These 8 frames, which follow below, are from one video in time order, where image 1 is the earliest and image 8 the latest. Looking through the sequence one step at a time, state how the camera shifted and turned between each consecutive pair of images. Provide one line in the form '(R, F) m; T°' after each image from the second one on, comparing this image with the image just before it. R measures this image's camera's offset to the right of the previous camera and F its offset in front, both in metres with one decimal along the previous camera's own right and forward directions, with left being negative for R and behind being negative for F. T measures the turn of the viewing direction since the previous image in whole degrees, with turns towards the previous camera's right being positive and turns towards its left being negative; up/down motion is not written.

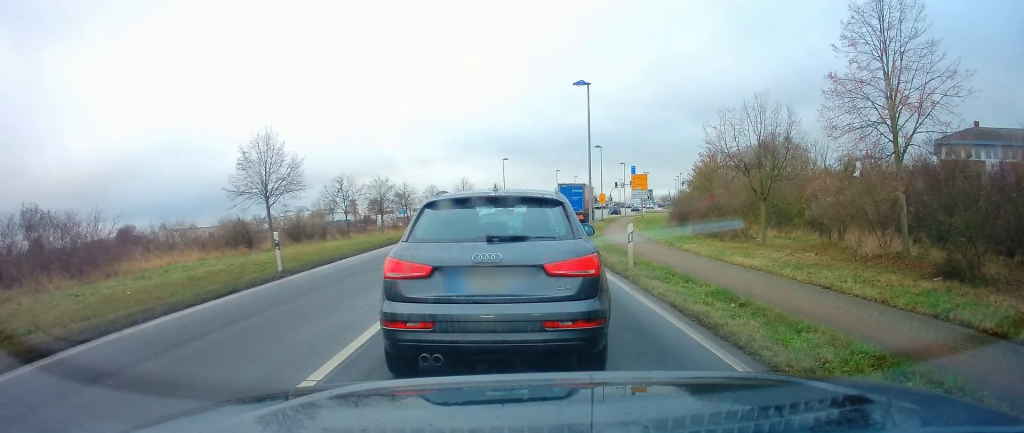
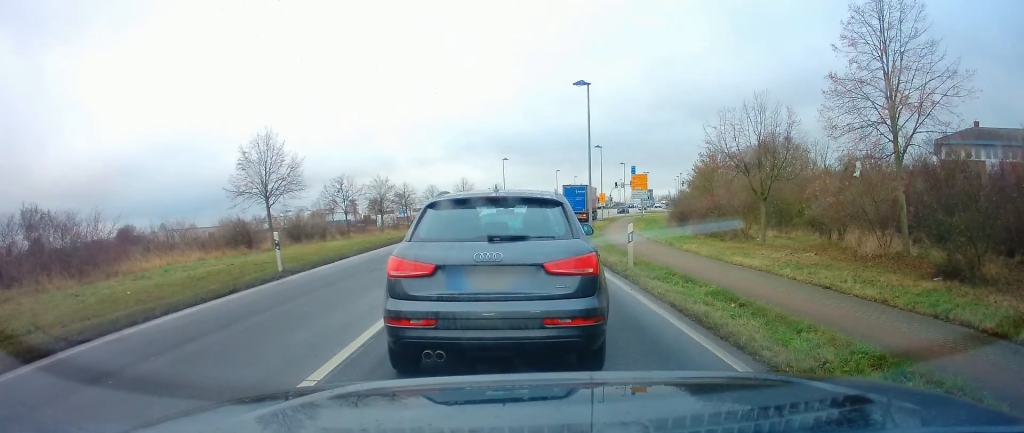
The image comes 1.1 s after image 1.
(0.0, 0.0) m; 0°
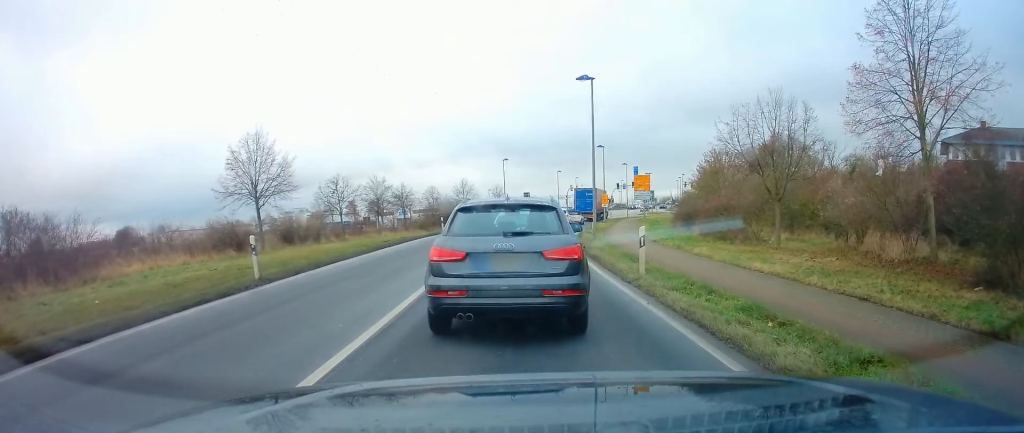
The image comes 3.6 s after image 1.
(-0.1, +0.8) m; 0°
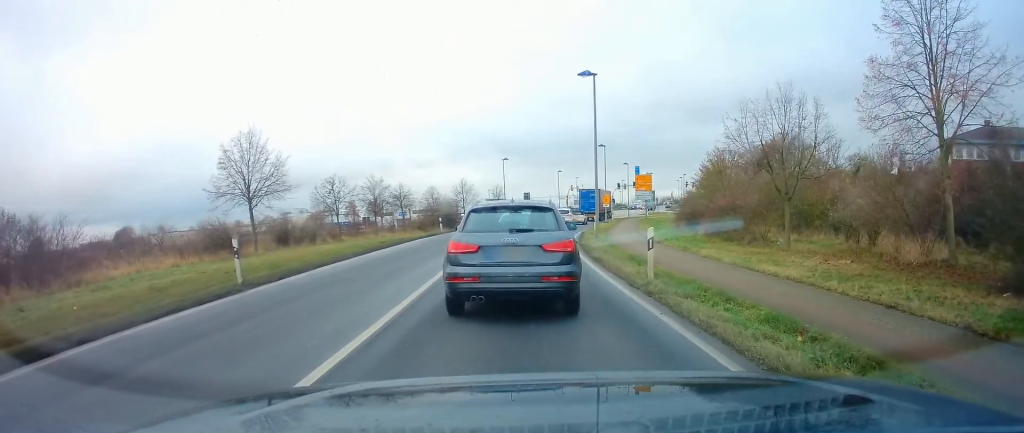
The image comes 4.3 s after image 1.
(-0.3, +0.6) m; +1°
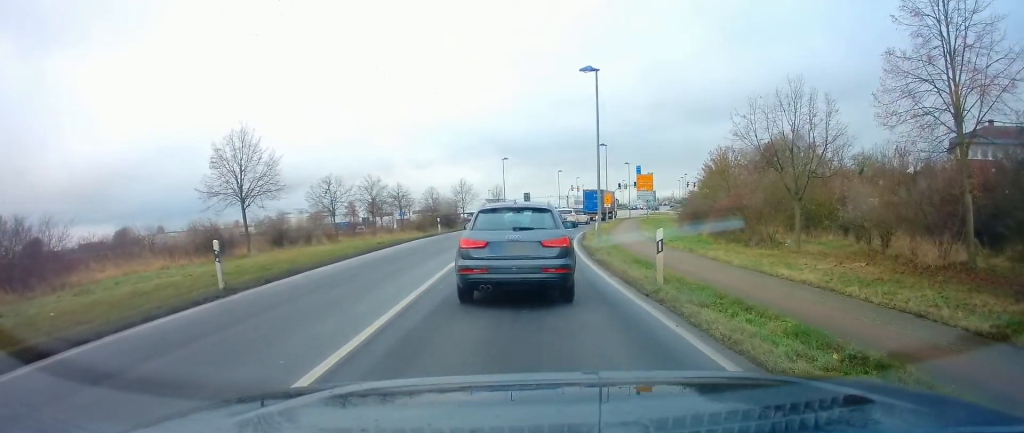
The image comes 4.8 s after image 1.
(+0.1, +0.9) m; +2°
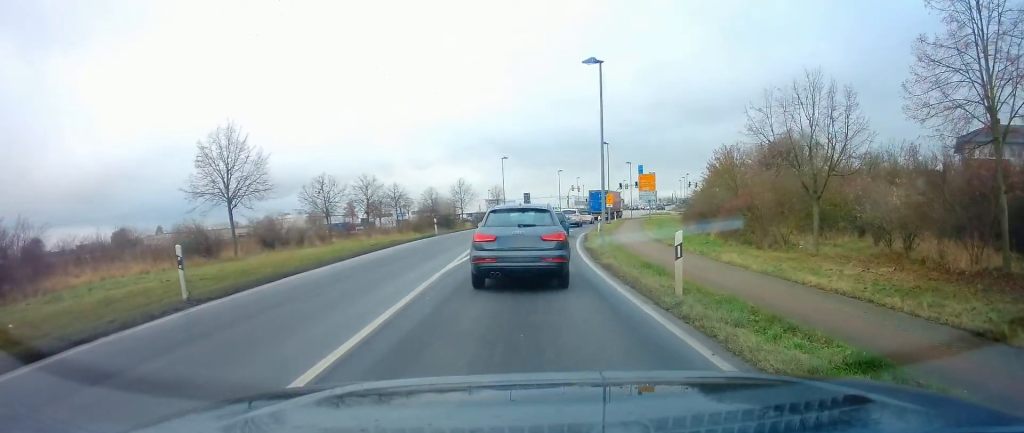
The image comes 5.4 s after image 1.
(0.0, +1.5) m; +3°
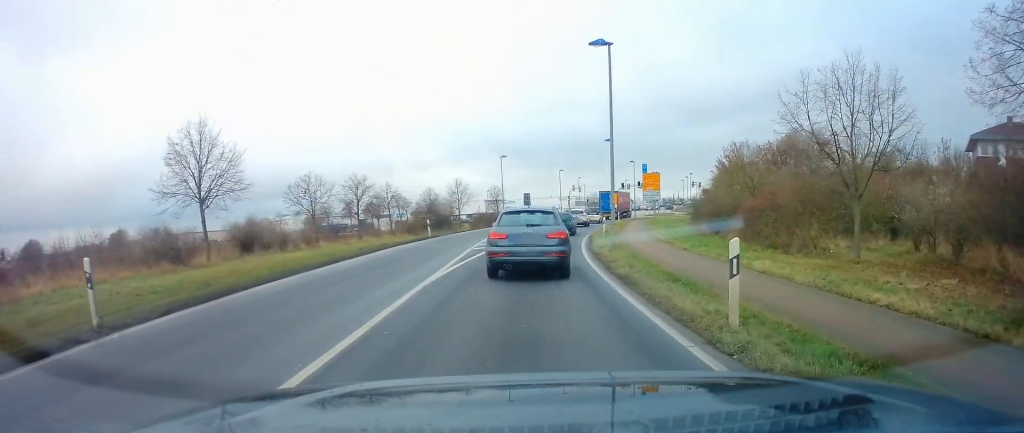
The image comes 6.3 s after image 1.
(+0.1, +2.7) m; +3°
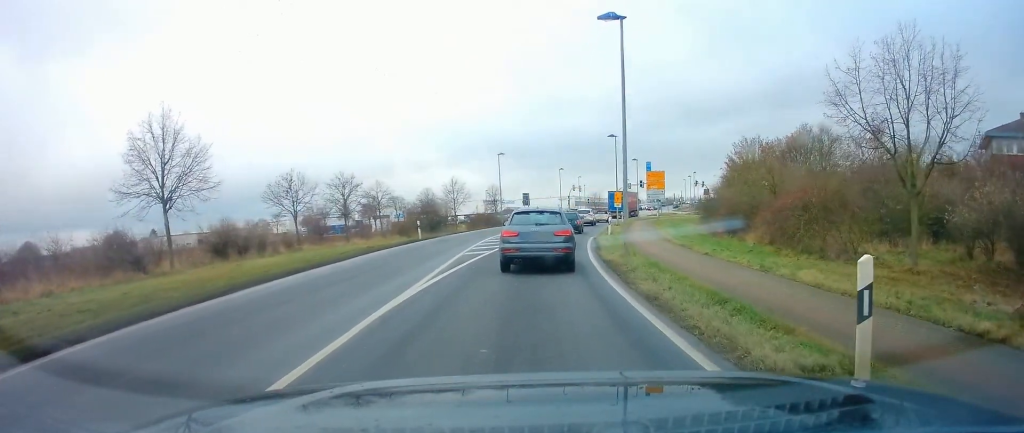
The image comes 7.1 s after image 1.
(+0.2, +3.0) m; -1°
